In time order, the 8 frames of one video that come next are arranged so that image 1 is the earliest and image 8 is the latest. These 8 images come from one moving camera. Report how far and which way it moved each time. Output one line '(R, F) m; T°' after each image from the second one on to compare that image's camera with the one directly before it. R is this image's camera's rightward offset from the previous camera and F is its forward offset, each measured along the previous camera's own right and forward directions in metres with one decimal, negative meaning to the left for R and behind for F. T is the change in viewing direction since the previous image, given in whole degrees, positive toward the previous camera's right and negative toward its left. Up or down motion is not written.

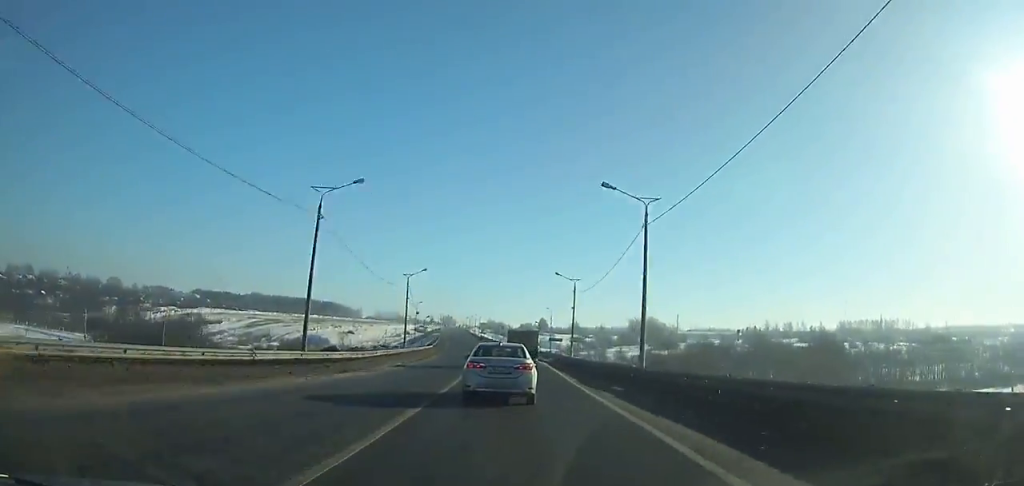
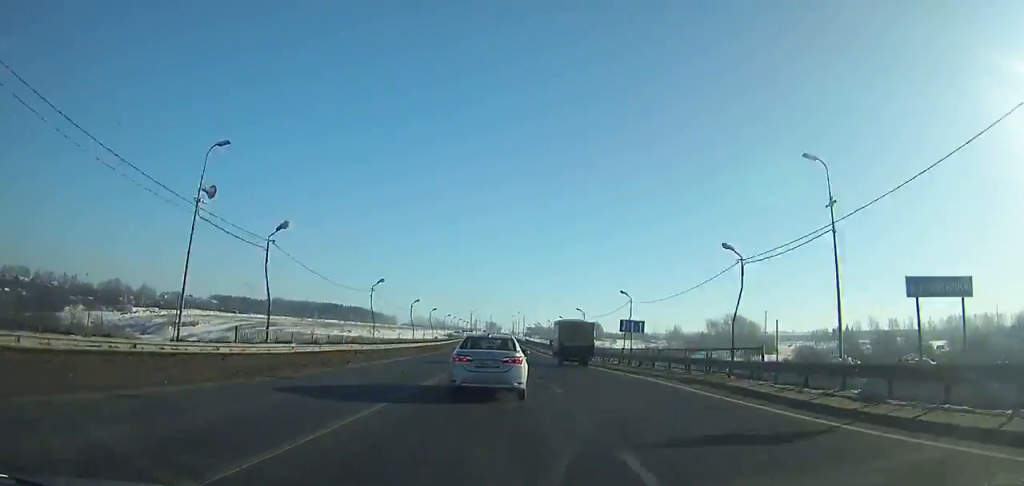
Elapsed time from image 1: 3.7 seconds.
(-3.5, +77.7) m; -4°
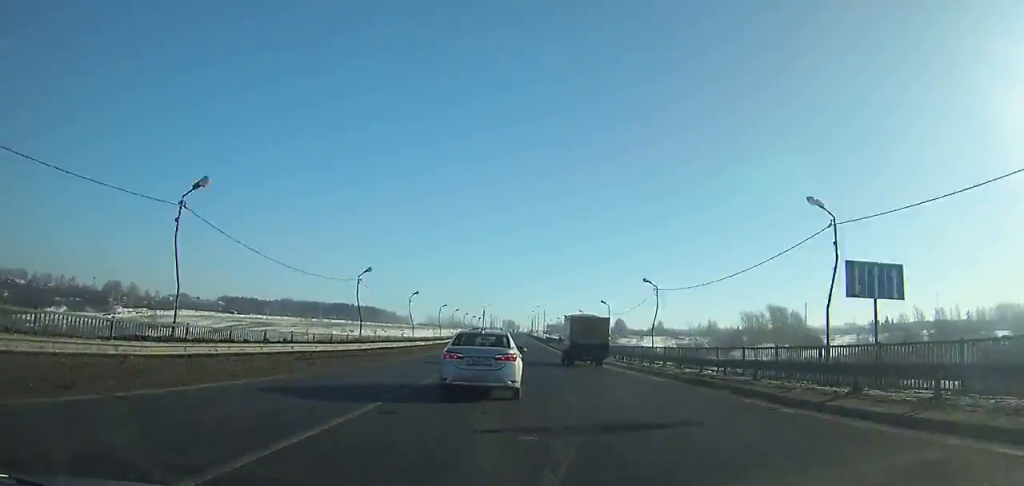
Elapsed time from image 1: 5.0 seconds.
(-0.5, +28.0) m; -1°
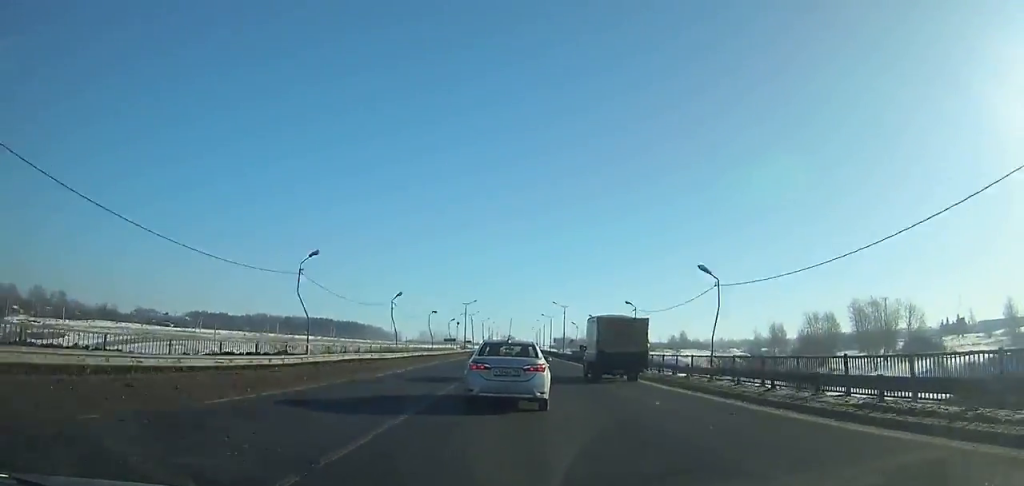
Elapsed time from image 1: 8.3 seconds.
(-0.4, +71.7) m; -1°
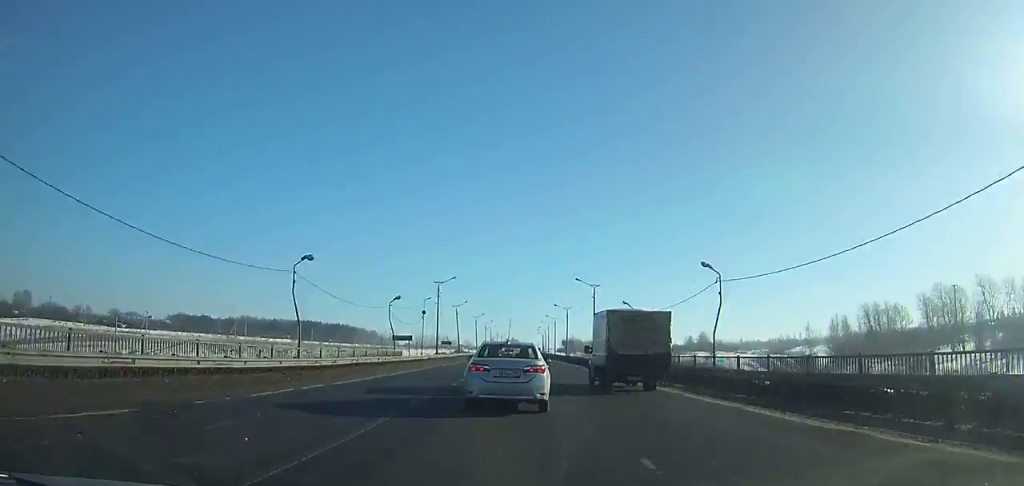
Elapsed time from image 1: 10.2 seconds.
(-0.1, +40.5) m; 0°
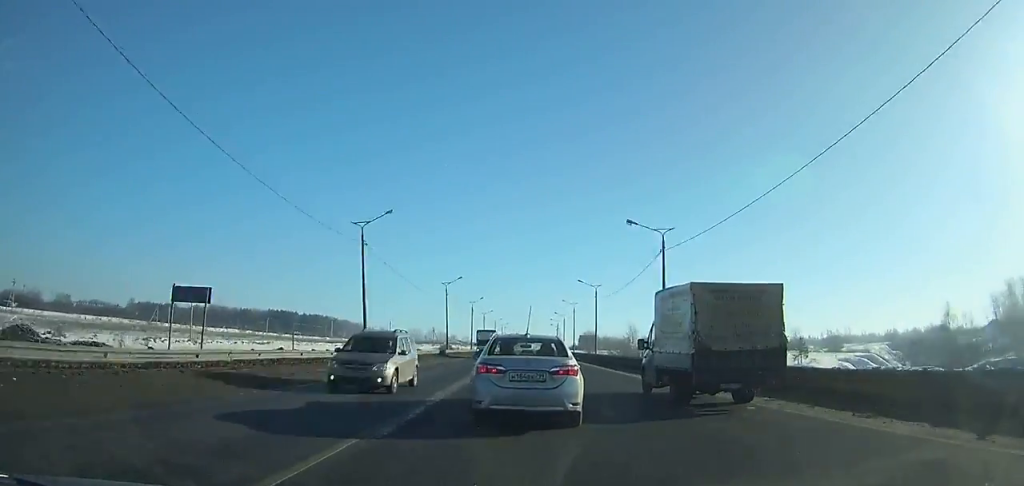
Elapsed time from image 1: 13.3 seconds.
(0.0, +63.5) m; 0°
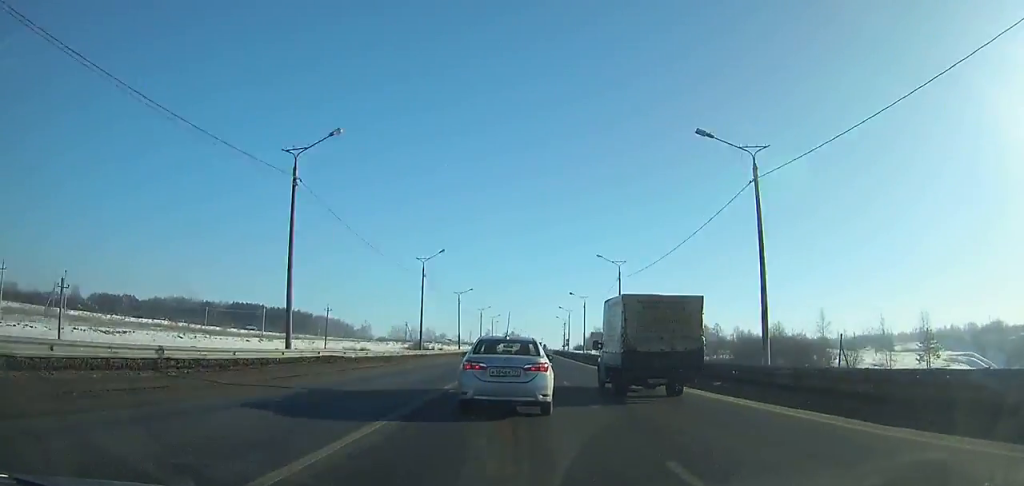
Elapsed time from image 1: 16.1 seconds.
(+0.1, +53.8) m; 0°
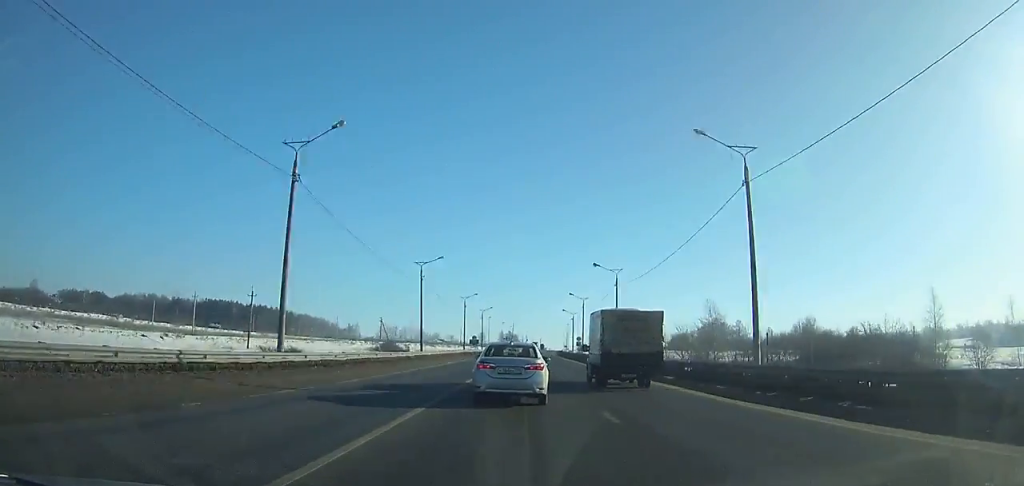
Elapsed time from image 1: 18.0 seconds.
(0.0, +35.1) m; 0°
